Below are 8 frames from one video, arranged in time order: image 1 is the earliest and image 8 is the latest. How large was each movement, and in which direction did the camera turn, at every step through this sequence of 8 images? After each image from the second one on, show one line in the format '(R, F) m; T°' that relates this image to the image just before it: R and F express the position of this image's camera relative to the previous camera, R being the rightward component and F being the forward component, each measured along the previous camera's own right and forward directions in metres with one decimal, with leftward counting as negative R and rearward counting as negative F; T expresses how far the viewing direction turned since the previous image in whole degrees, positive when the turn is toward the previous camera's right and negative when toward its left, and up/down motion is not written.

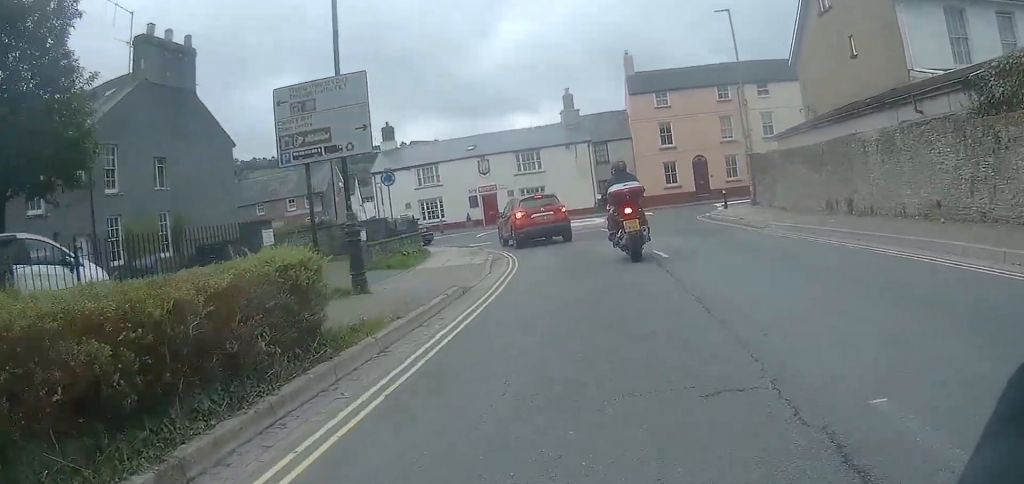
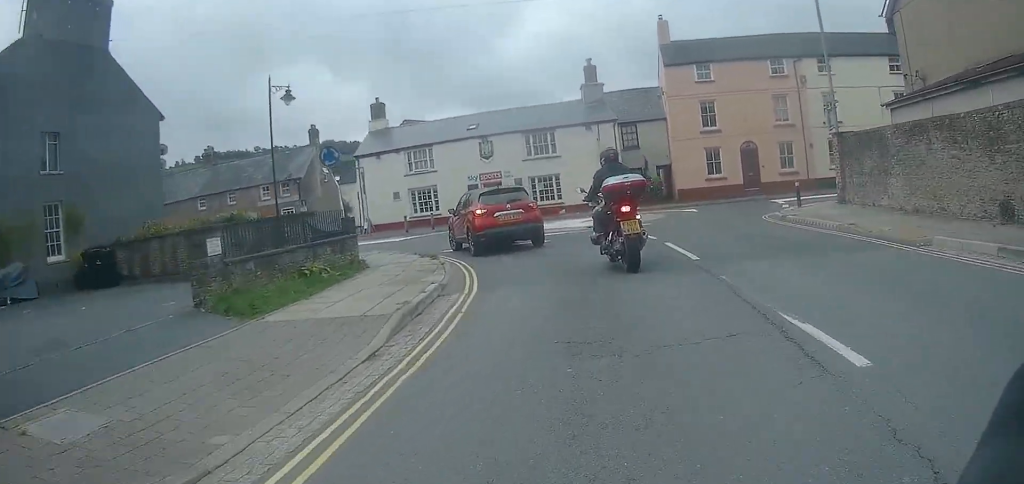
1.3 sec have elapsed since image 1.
(-0.1, +6.6) m; -2°
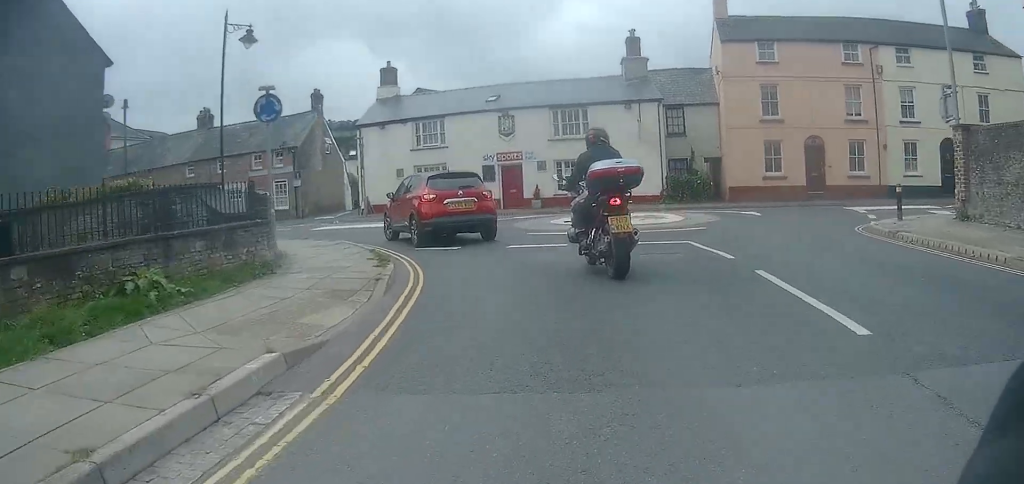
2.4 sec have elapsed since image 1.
(0.0, +4.8) m; -3°
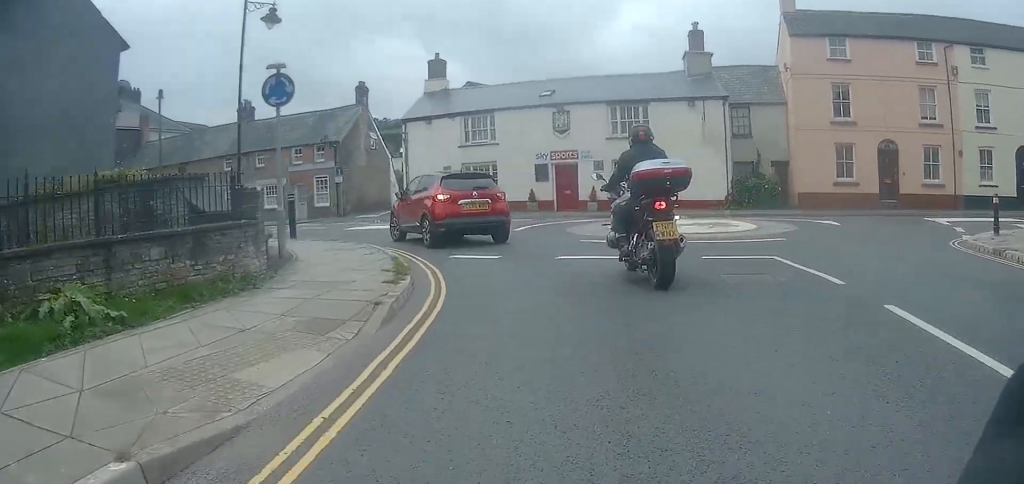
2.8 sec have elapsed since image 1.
(-0.1, +1.8) m; -2°
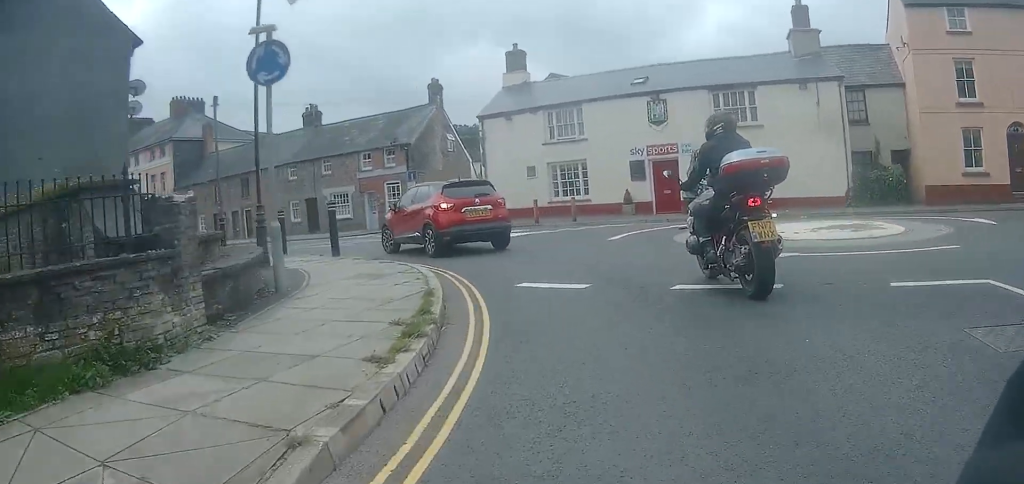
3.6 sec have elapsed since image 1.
(-0.1, +3.0) m; -5°
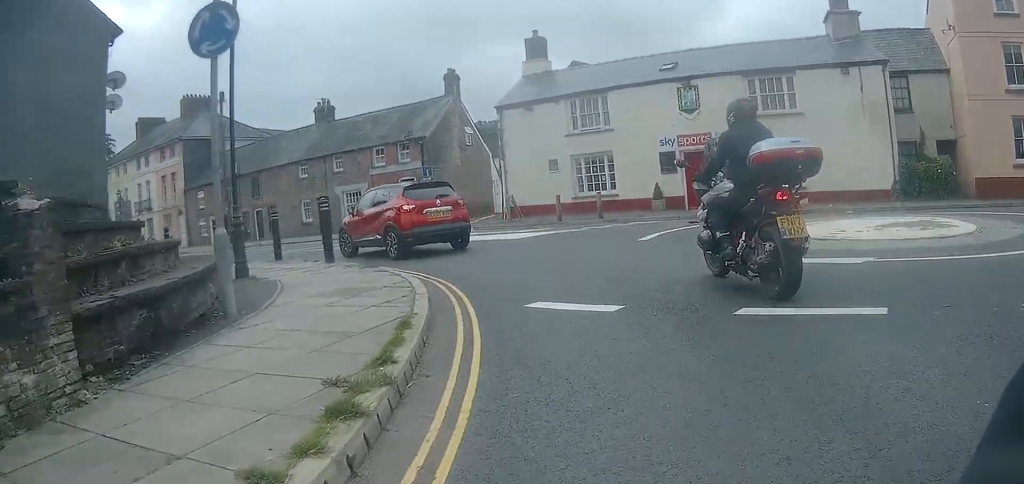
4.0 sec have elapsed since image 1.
(-0.1, +1.6) m; -4°
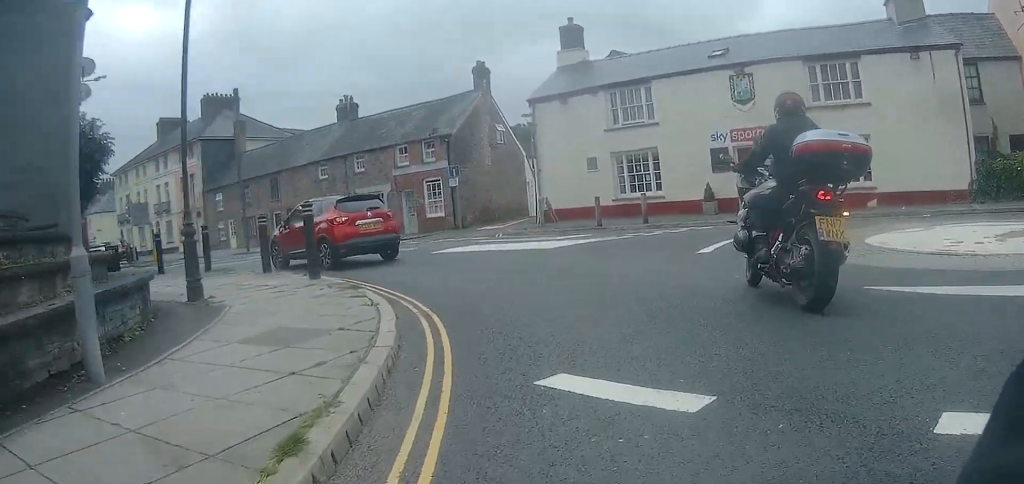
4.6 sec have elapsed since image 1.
(-0.1, +2.2) m; -5°
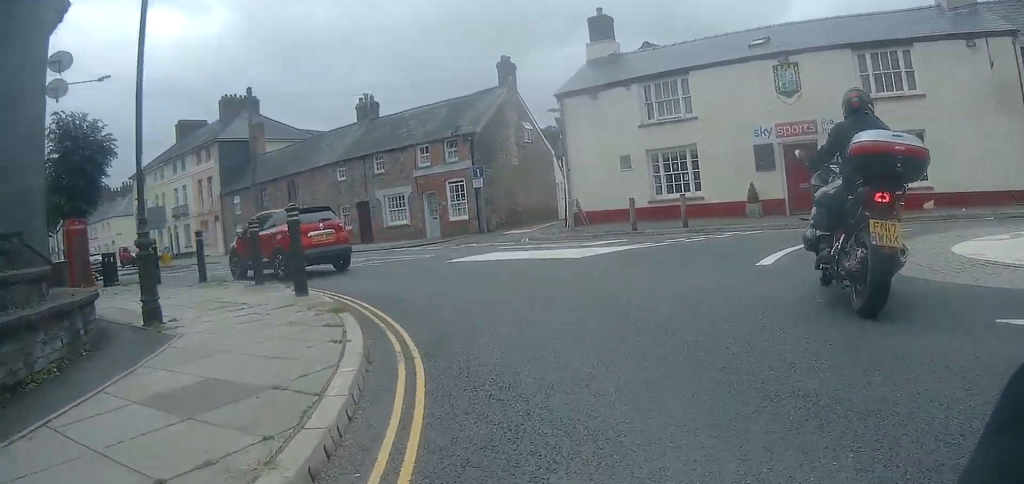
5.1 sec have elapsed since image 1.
(-0.1, +1.5) m; -2°
